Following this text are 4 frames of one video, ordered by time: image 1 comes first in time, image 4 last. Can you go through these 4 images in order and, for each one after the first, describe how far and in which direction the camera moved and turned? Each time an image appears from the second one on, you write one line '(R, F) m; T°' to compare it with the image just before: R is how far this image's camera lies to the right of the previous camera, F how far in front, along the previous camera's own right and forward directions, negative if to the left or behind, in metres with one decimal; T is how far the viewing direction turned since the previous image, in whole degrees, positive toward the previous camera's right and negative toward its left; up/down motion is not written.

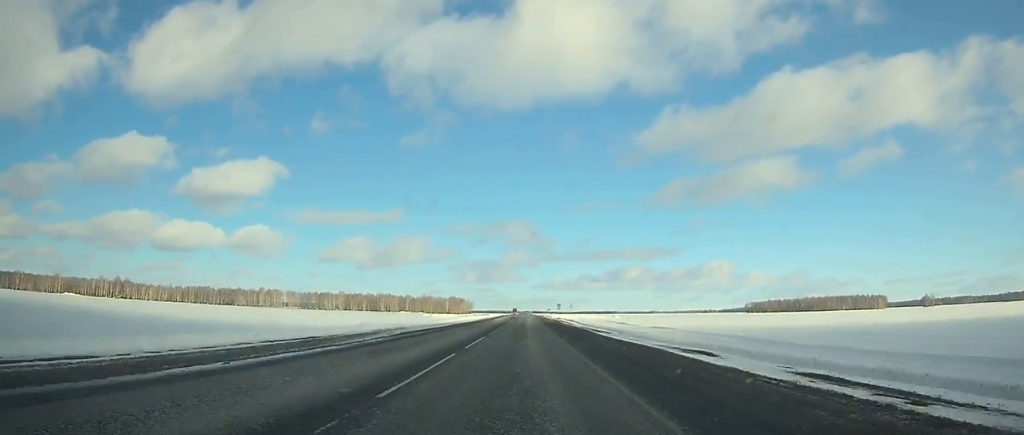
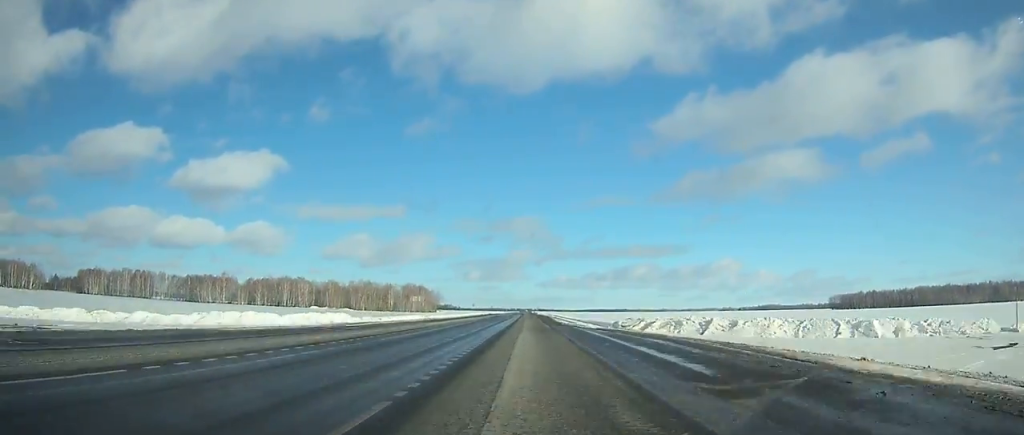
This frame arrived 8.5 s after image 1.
(-0.8, +265.3) m; 0°
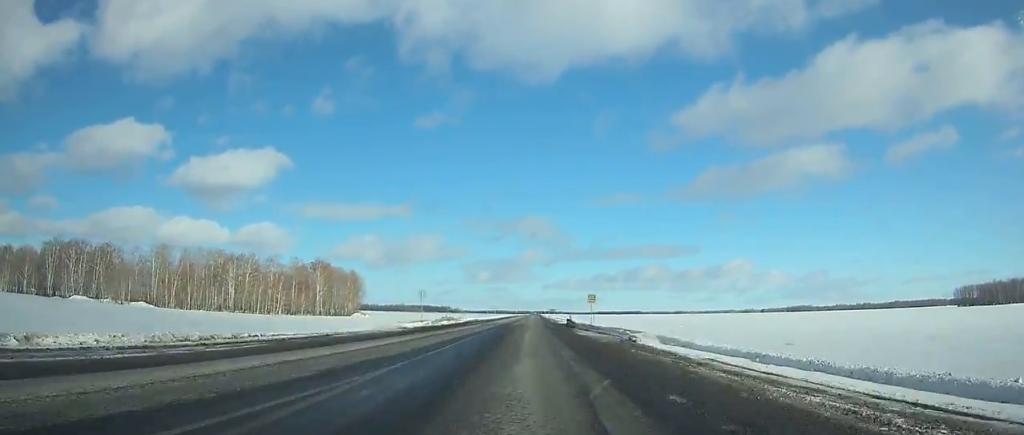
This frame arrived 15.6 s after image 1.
(-1.6, +208.8) m; -1°
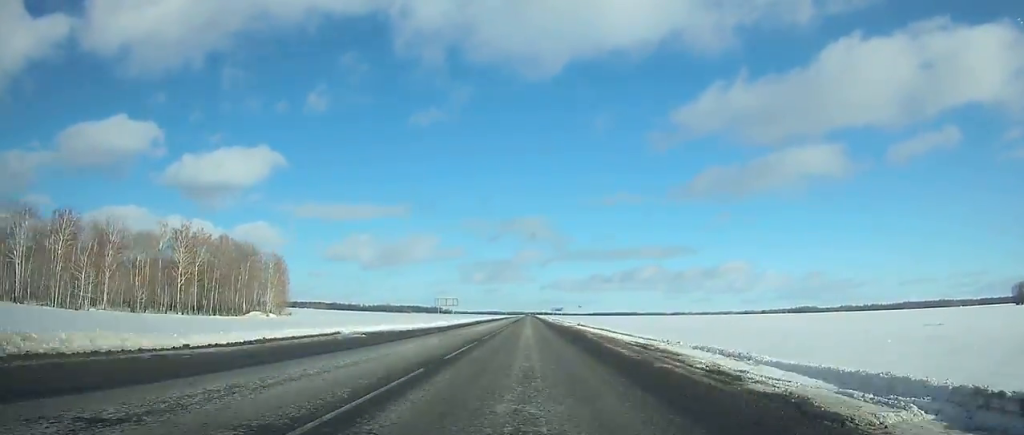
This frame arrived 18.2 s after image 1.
(0.0, +74.0) m; 0°
